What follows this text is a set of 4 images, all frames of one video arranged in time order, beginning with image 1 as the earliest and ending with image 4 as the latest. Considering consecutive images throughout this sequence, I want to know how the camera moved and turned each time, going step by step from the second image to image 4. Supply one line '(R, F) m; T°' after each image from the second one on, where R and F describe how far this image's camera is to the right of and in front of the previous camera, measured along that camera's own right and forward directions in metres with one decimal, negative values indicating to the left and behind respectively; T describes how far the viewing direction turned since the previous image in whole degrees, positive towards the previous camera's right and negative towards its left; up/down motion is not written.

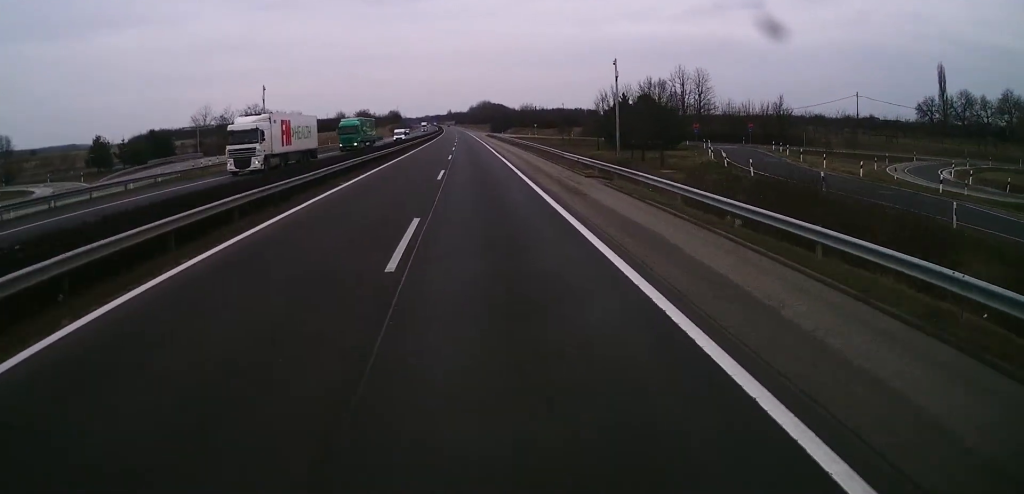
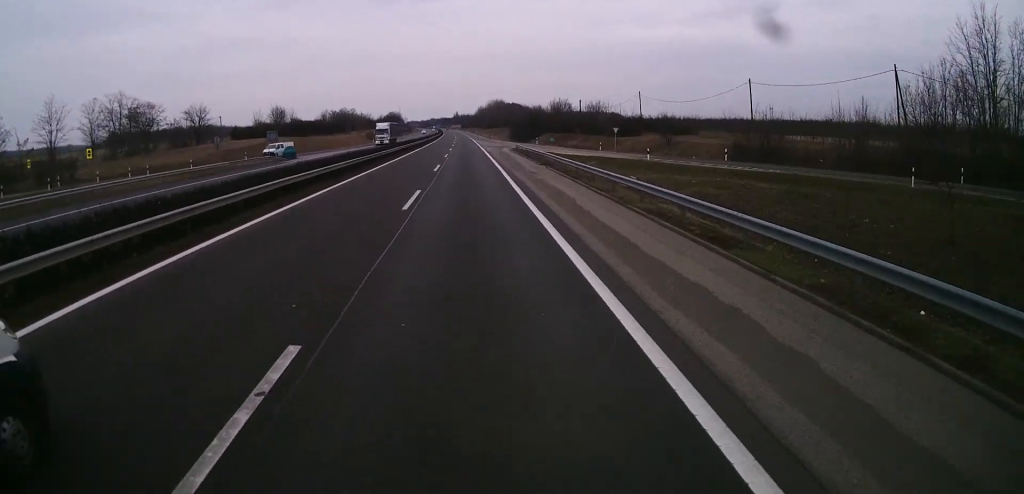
(+0.7, +82.6) m; +1°
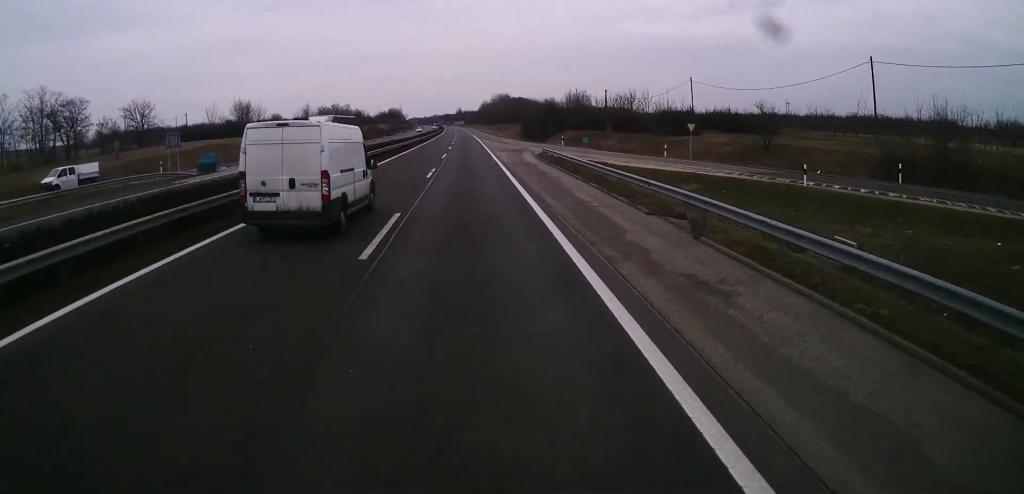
(+0.2, +25.4) m; 0°
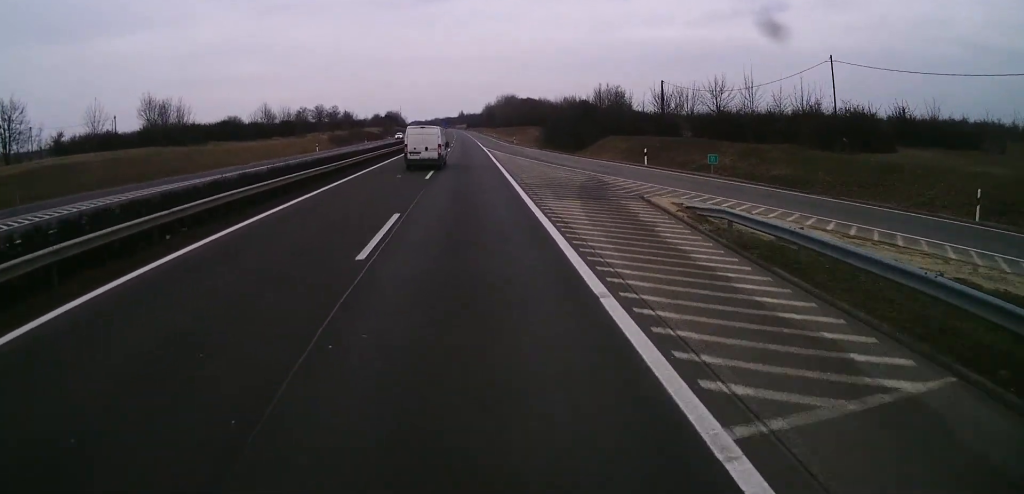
(-0.8, +36.1) m; -1°
